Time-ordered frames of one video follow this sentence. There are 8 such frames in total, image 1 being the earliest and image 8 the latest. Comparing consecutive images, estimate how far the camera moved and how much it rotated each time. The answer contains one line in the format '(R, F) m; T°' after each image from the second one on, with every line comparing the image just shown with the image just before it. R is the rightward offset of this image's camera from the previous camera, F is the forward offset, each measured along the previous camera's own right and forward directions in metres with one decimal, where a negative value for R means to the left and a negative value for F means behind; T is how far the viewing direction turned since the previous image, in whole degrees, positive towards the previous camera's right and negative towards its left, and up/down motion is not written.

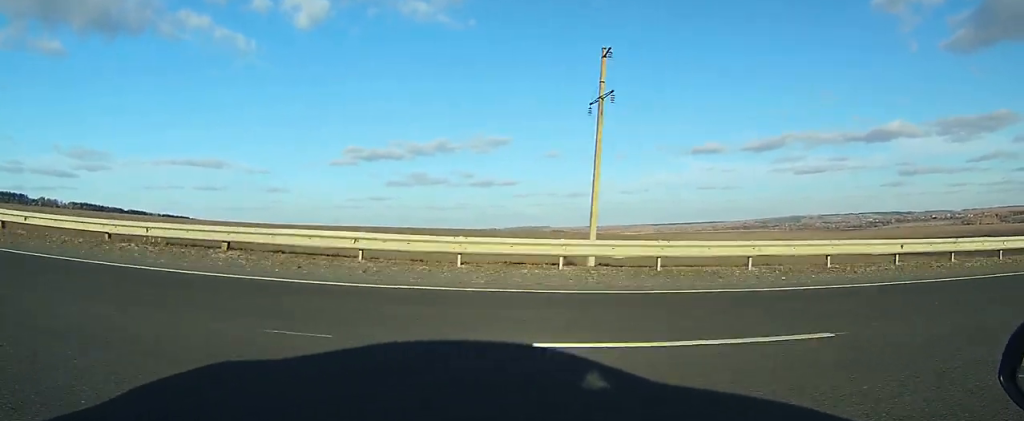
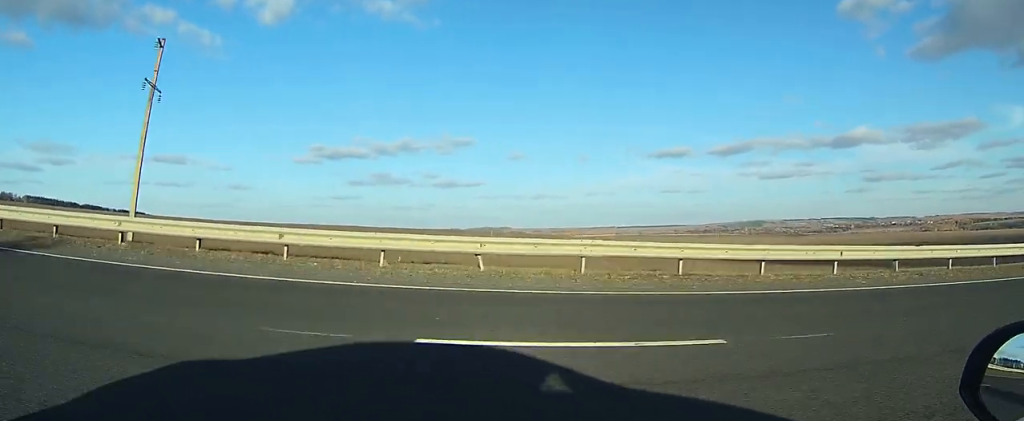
(+0.3, +24.5) m; +1°
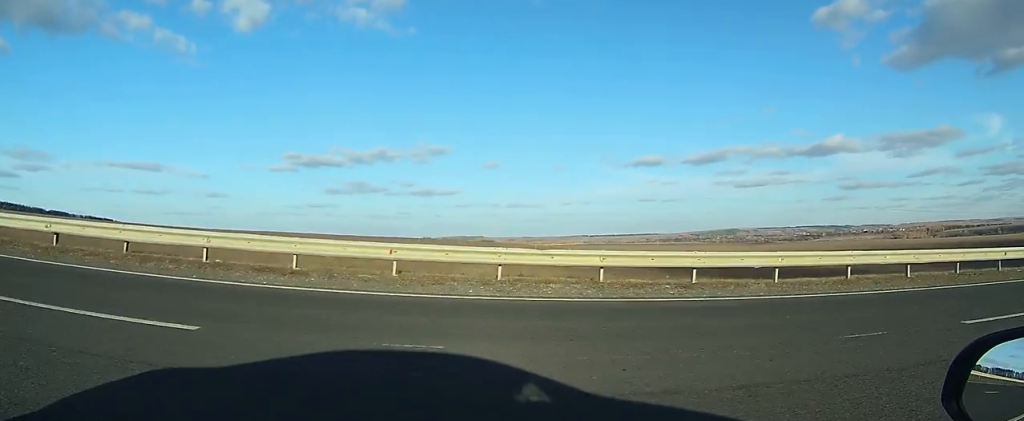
(+0.2, +28.3) m; +1°
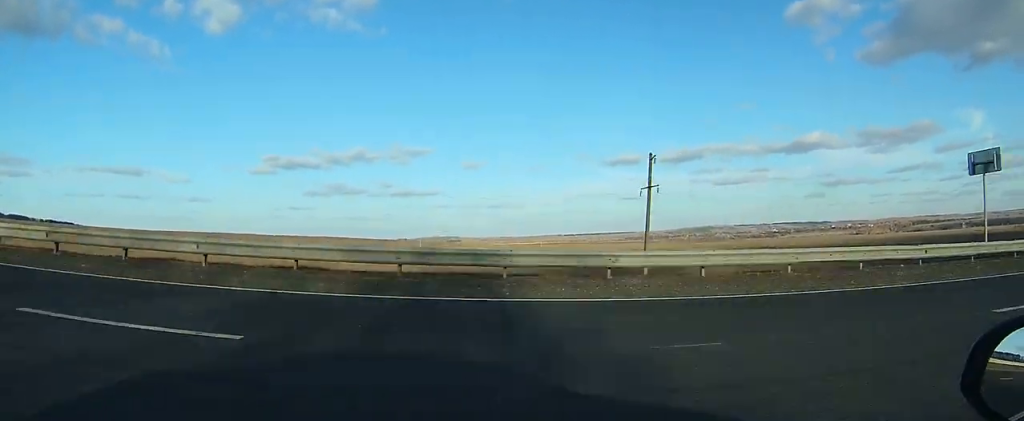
(+1.5, +63.5) m; +3°
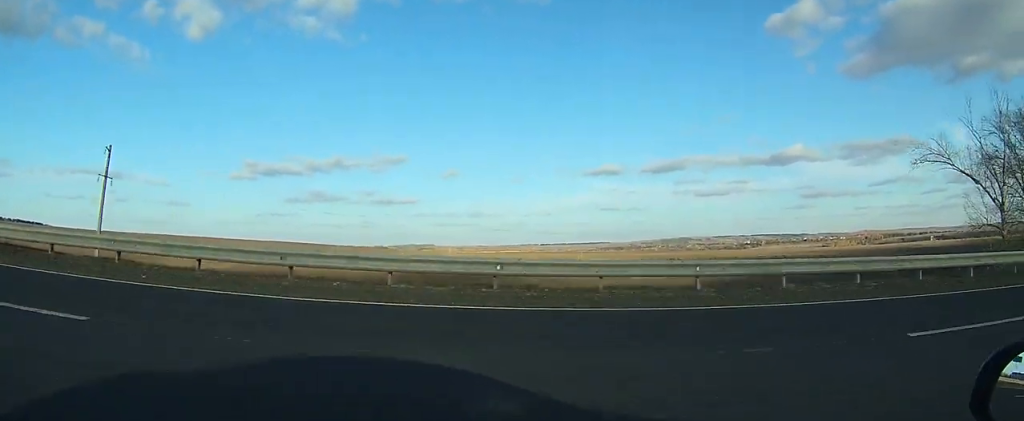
(+0.9, +42.9) m; +2°
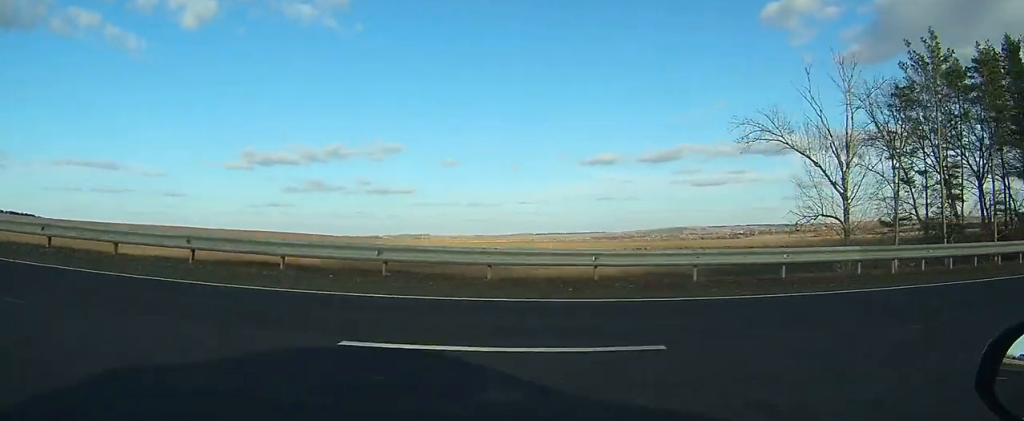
(0.0, +15.4) m; -3°
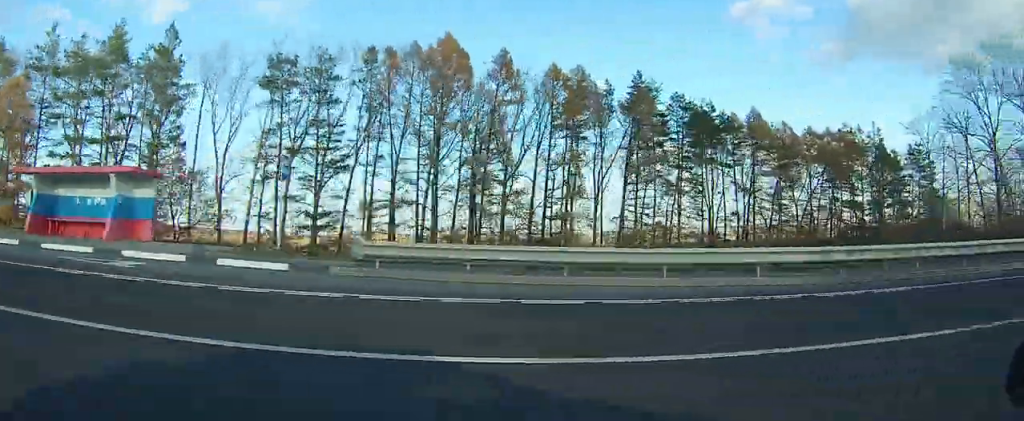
(-34.6, +59.7) m; -26°
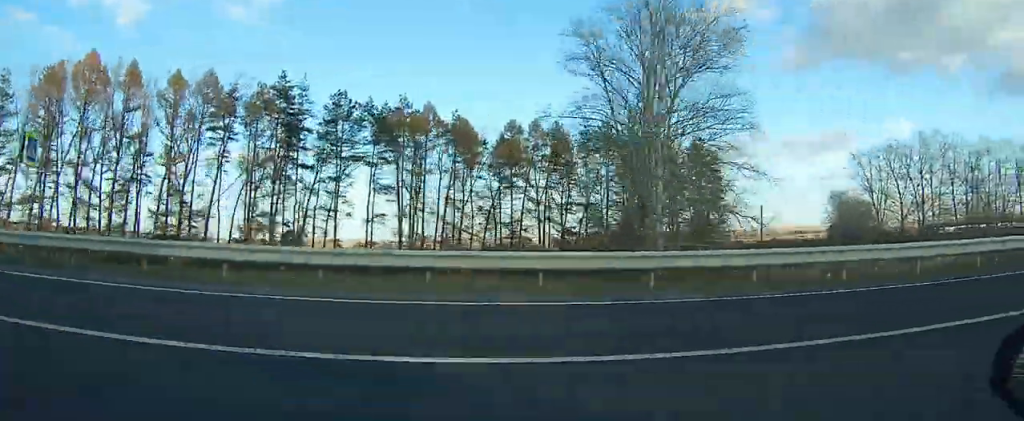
(+12.8, +30.7) m; +29°
